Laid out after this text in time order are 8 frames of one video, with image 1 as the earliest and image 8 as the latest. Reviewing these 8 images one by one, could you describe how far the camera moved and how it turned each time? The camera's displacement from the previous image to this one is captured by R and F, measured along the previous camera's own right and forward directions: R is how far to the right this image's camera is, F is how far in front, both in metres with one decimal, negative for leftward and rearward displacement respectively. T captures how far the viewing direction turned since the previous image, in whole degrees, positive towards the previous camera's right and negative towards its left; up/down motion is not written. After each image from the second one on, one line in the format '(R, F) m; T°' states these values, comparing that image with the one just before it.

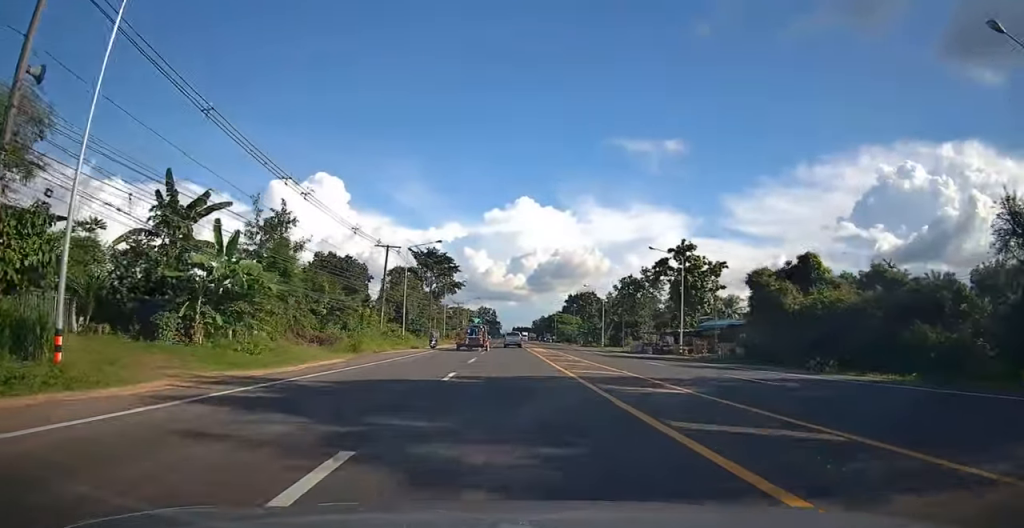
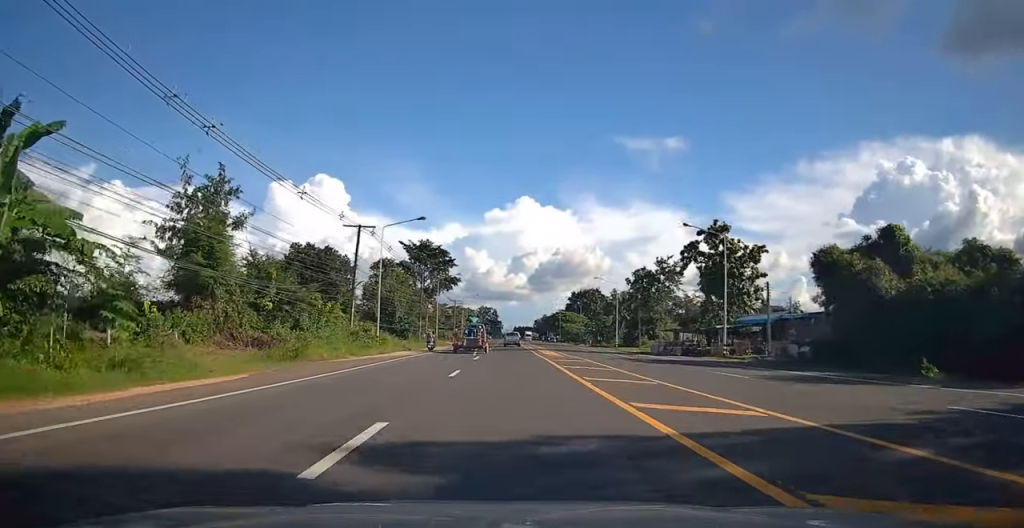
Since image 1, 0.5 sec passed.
(+0.1, +10.0) m; 0°
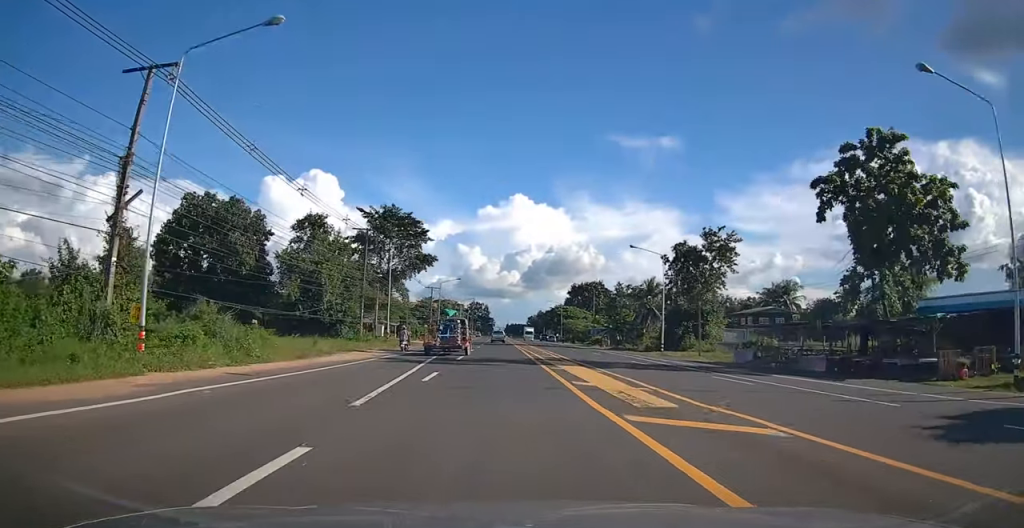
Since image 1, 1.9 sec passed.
(+0.2, +25.8) m; 0°
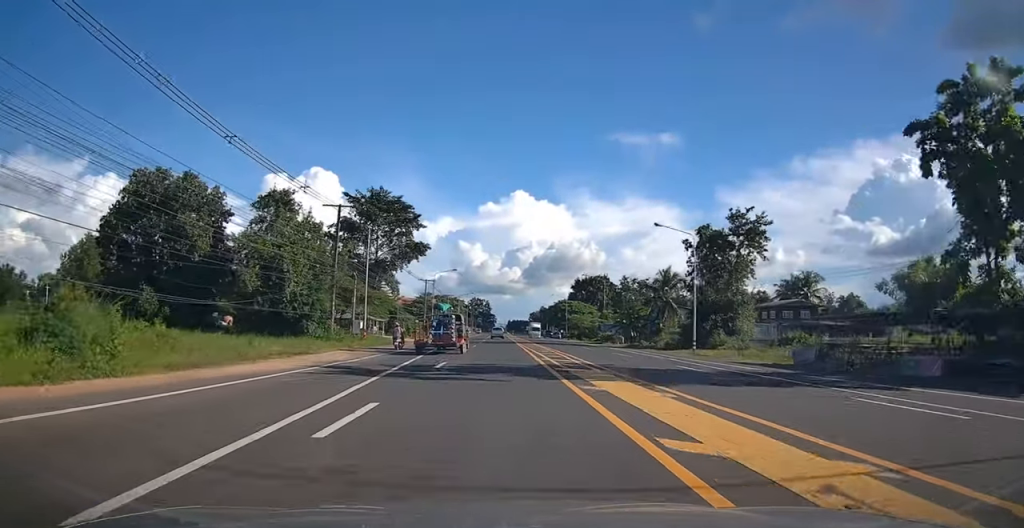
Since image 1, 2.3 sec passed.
(0.0, +8.2) m; 0°
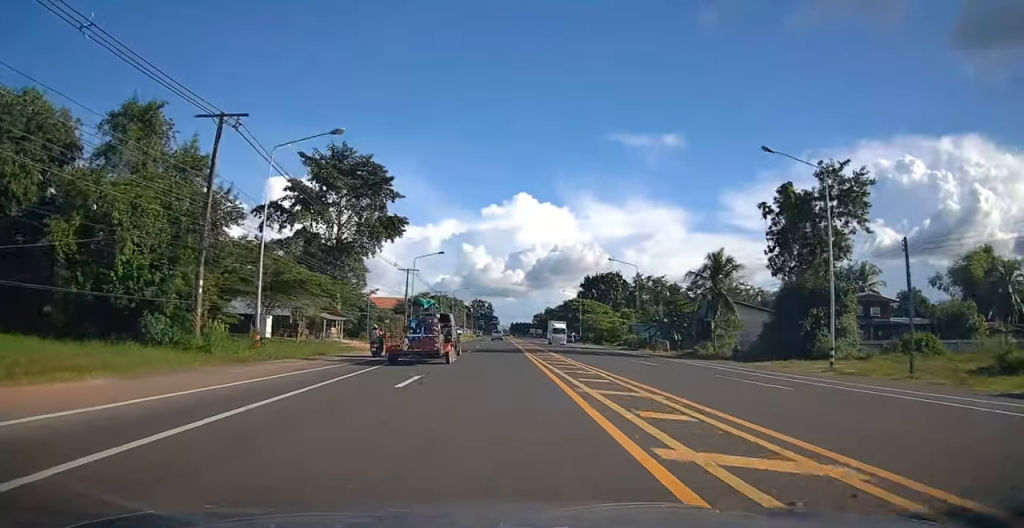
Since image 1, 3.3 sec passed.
(0.0, +18.1) m; 0°
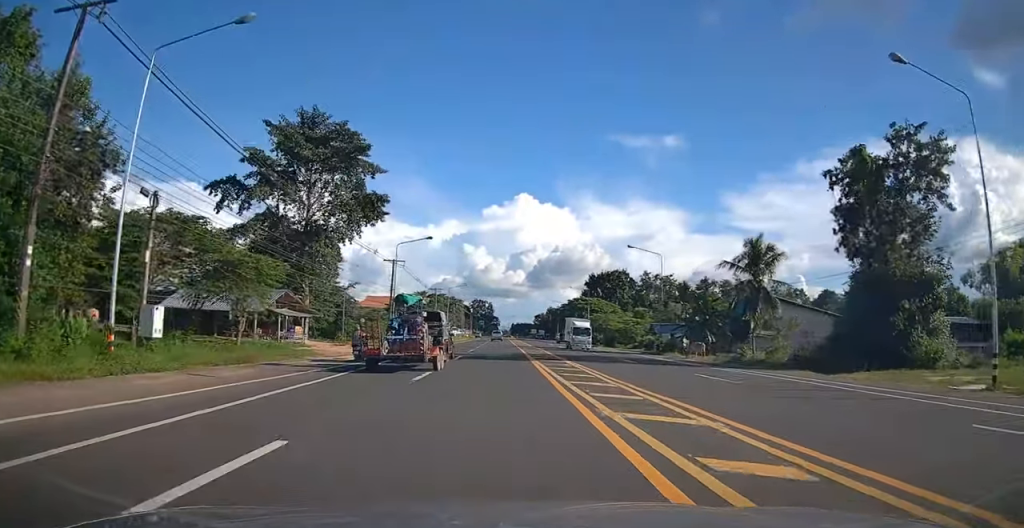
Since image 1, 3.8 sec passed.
(0.0, +9.3) m; 0°
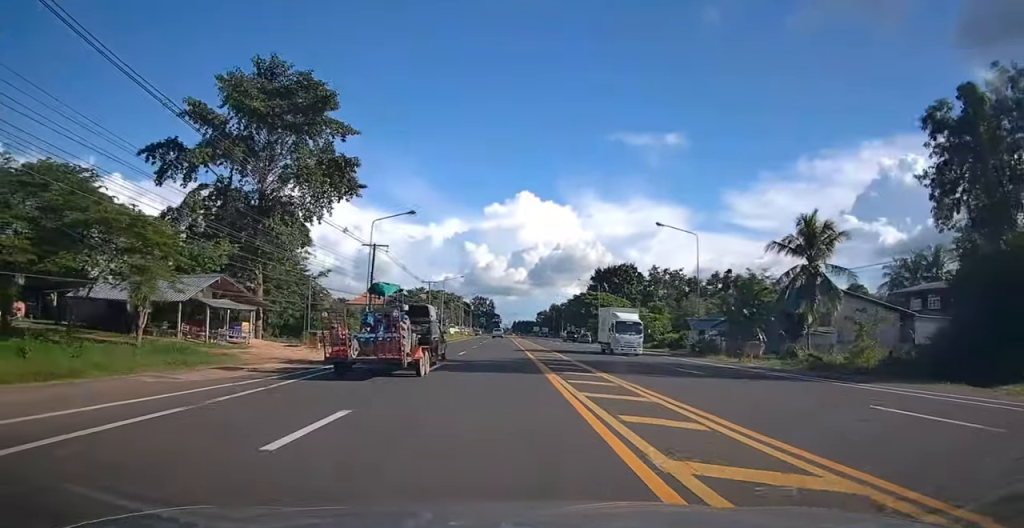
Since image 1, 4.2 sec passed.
(0.0, +9.4) m; 0°
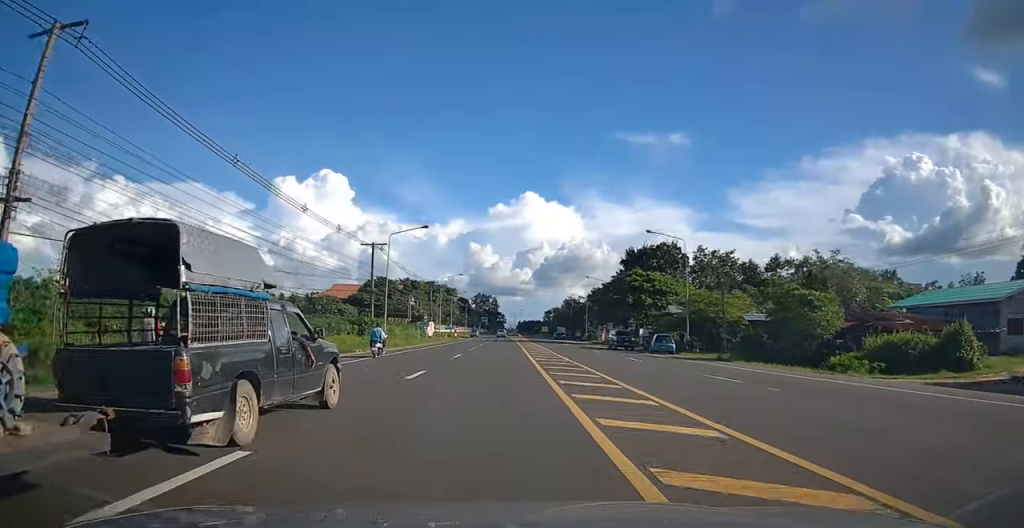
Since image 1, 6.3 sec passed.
(-0.2, +39.7) m; -2°
